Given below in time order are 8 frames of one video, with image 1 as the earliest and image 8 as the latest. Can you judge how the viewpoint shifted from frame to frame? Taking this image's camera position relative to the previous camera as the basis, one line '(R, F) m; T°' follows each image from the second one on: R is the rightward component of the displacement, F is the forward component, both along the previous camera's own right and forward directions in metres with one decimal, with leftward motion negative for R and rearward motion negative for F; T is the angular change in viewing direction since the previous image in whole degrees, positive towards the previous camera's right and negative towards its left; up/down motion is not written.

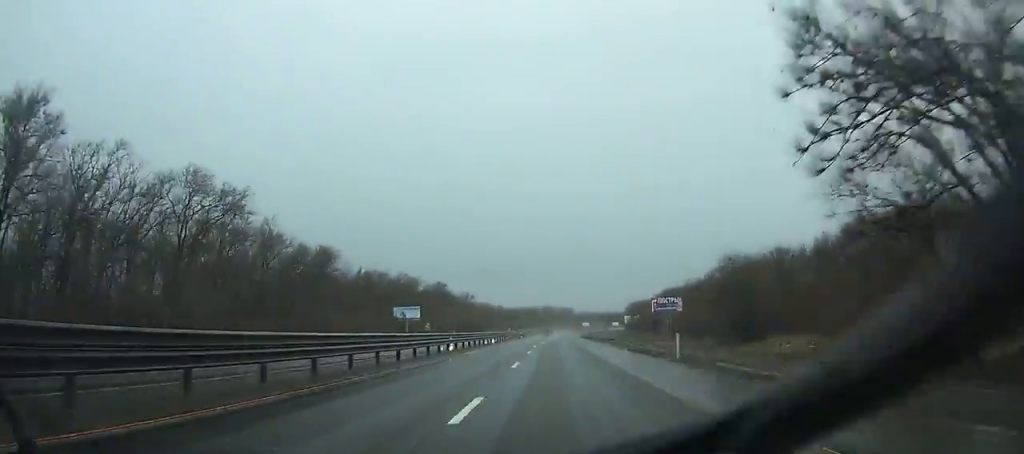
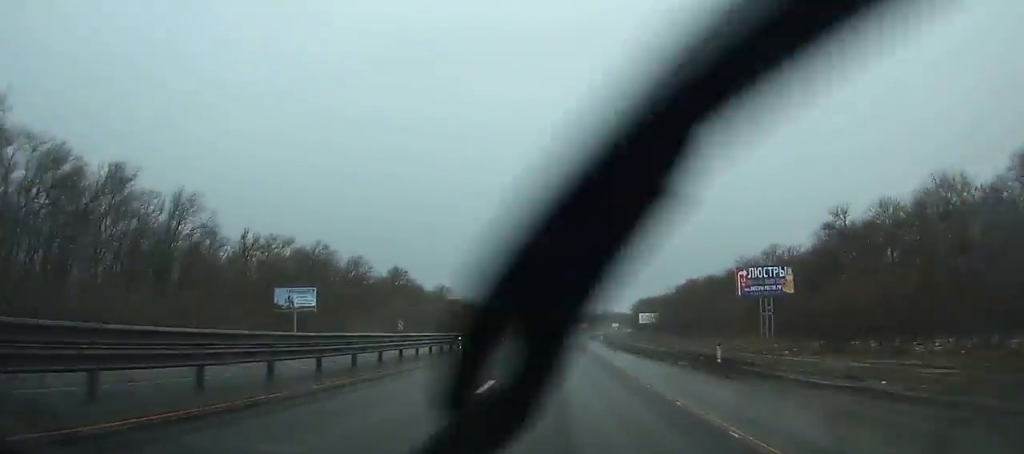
(+0.2, +57.7) m; +1°
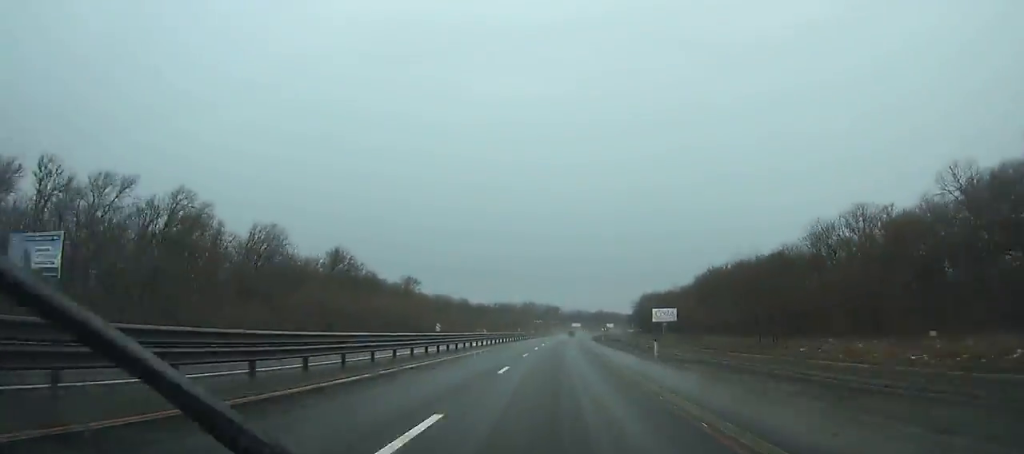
(-0.4, +42.5) m; +1°
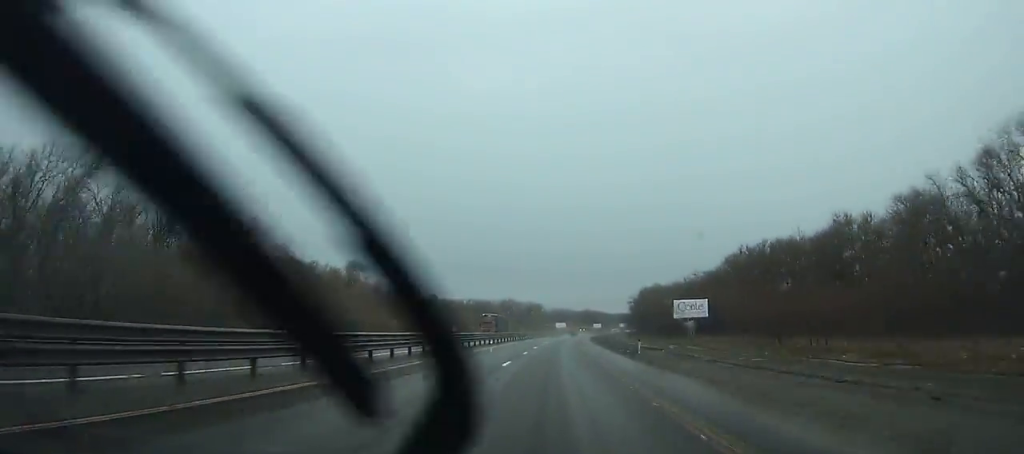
(+1.3, +46.1) m; +2°
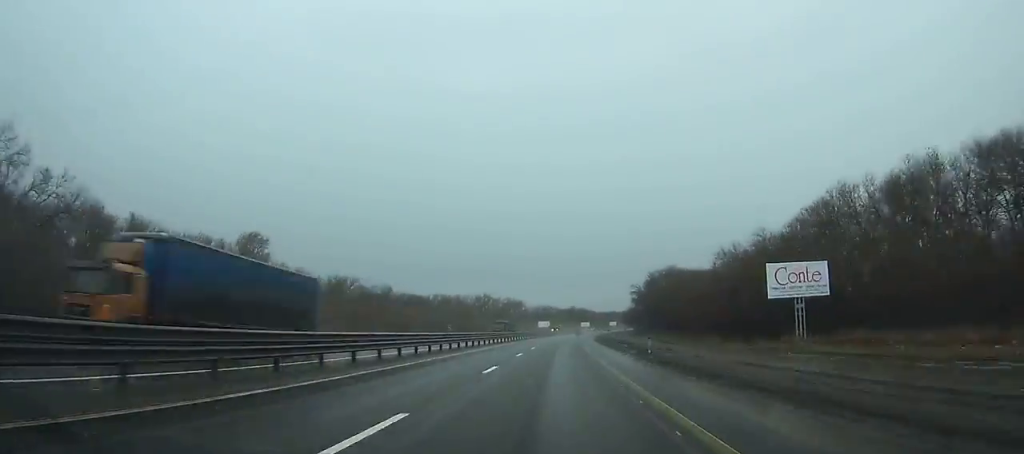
(+0.7, +51.9) m; +2°
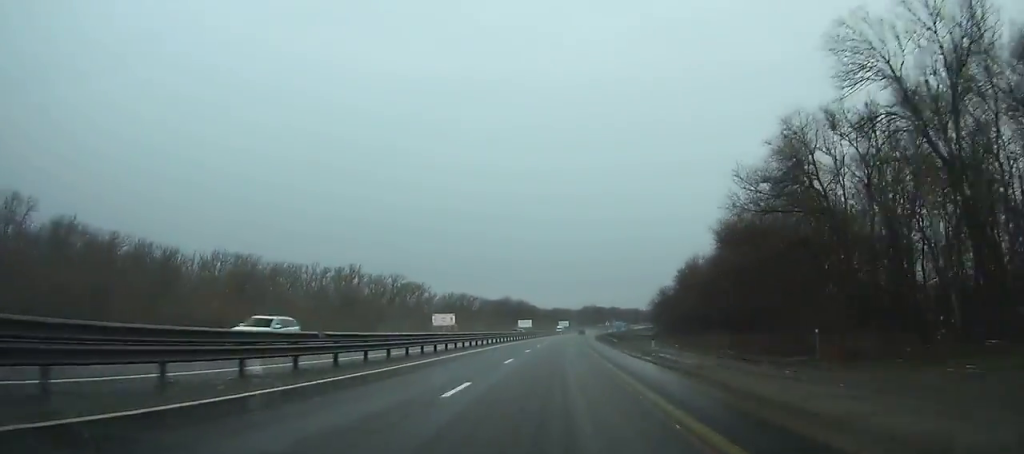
(+7.0, +153.2) m; +6°
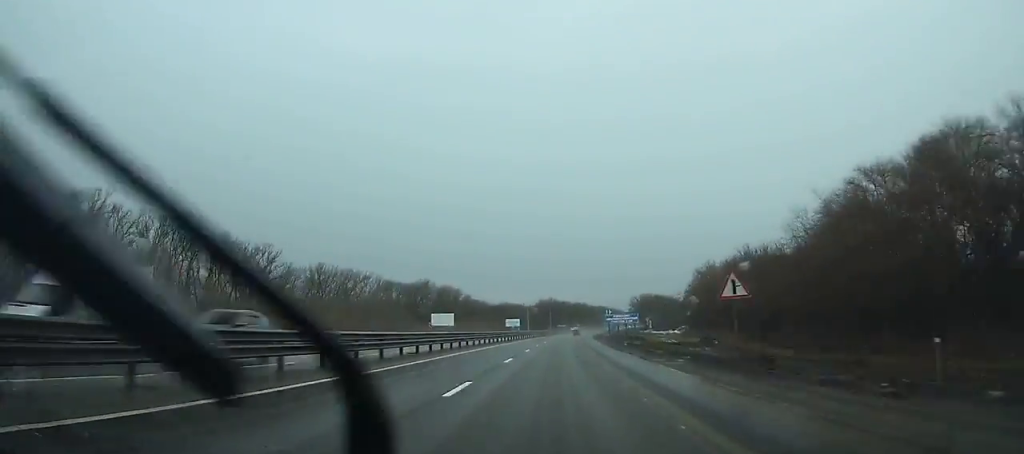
(+4.1, +108.1) m; +4°
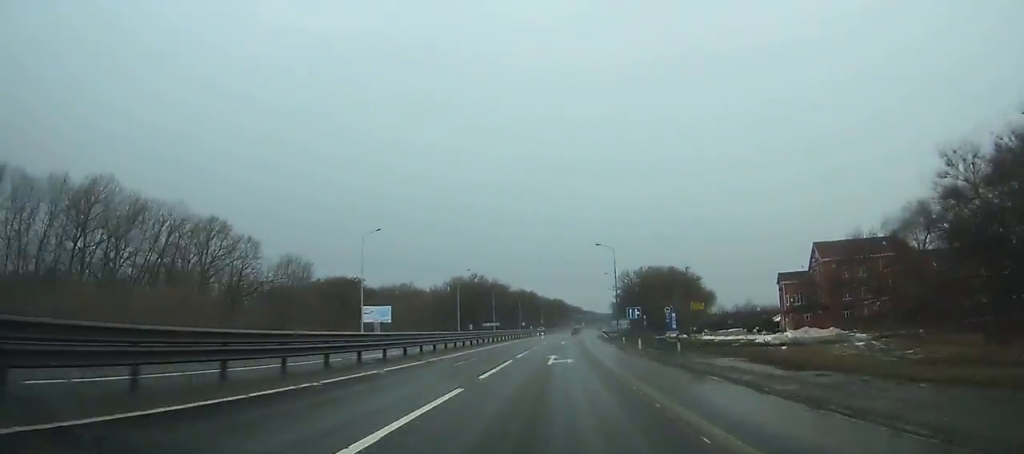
(+6.1, +140.7) m; +6°
